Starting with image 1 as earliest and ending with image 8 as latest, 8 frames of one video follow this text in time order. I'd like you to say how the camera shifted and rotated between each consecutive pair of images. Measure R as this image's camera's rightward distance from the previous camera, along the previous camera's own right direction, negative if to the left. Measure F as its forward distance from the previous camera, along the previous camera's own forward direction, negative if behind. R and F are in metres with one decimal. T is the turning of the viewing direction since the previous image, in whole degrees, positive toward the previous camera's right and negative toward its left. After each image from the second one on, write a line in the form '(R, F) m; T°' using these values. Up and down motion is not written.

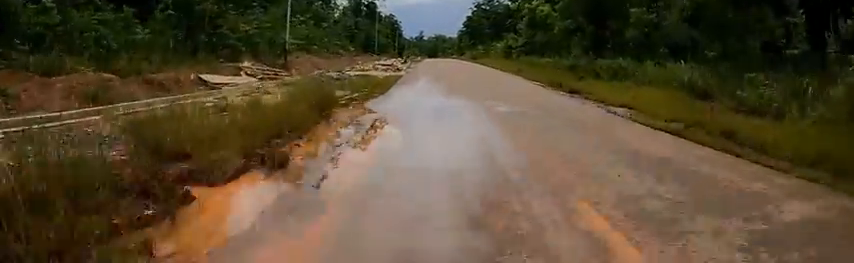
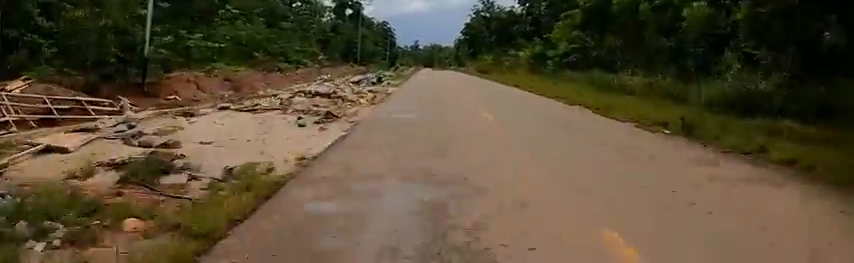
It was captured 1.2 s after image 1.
(+0.4, +16.8) m; +2°
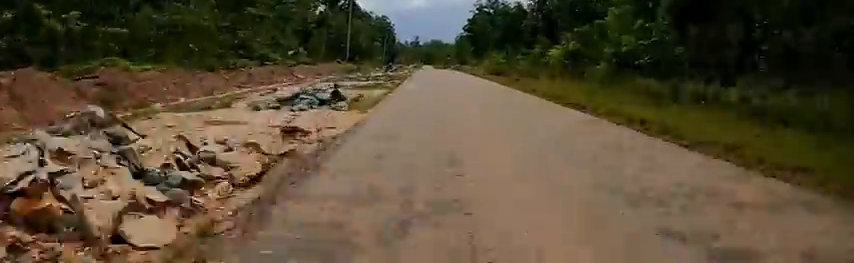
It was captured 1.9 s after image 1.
(0.0, +9.8) m; 0°
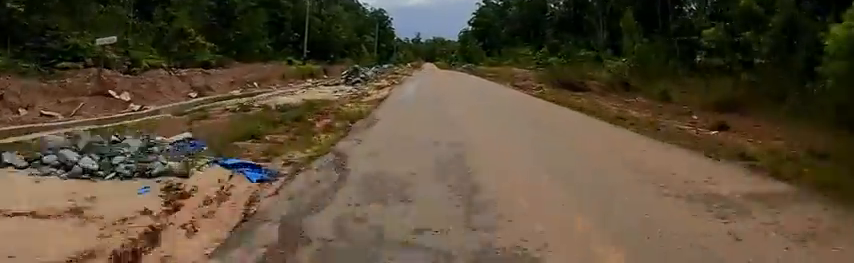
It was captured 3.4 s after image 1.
(0.0, +21.3) m; 0°
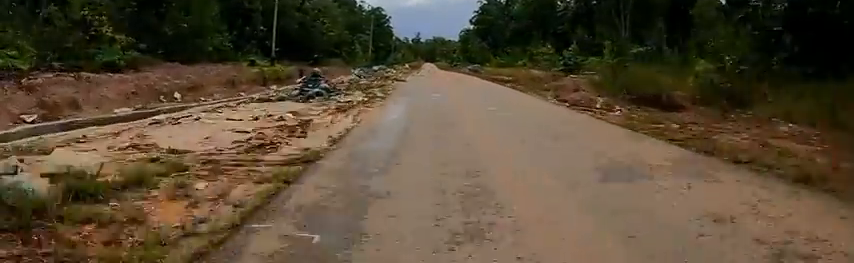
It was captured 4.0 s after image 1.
(0.0, +8.3) m; 0°
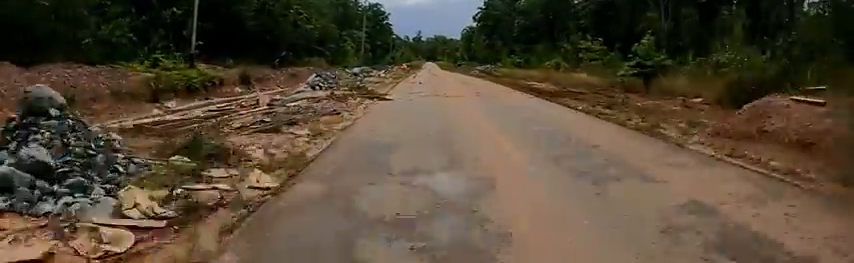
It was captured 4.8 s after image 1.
(0.0, +10.8) m; -1°
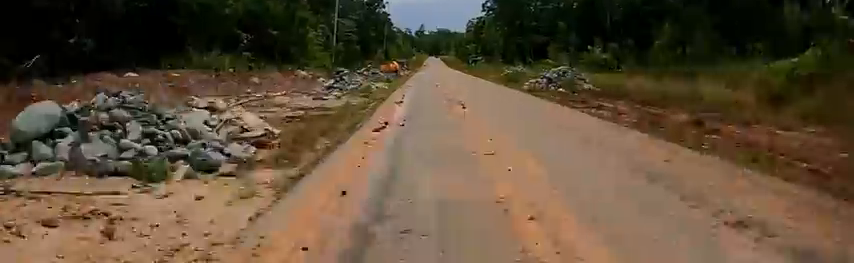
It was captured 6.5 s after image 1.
(-0.5, +24.6) m; 0°
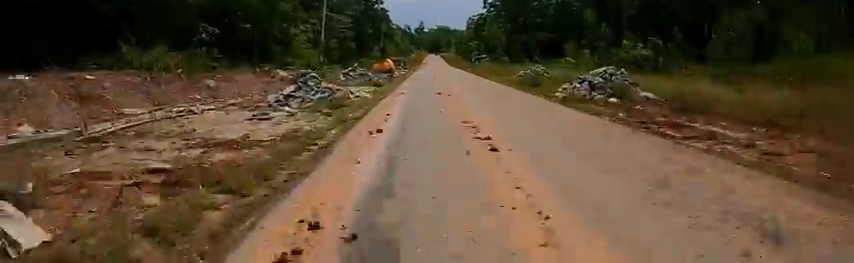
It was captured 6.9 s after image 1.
(-0.1, +5.9) m; +2°
